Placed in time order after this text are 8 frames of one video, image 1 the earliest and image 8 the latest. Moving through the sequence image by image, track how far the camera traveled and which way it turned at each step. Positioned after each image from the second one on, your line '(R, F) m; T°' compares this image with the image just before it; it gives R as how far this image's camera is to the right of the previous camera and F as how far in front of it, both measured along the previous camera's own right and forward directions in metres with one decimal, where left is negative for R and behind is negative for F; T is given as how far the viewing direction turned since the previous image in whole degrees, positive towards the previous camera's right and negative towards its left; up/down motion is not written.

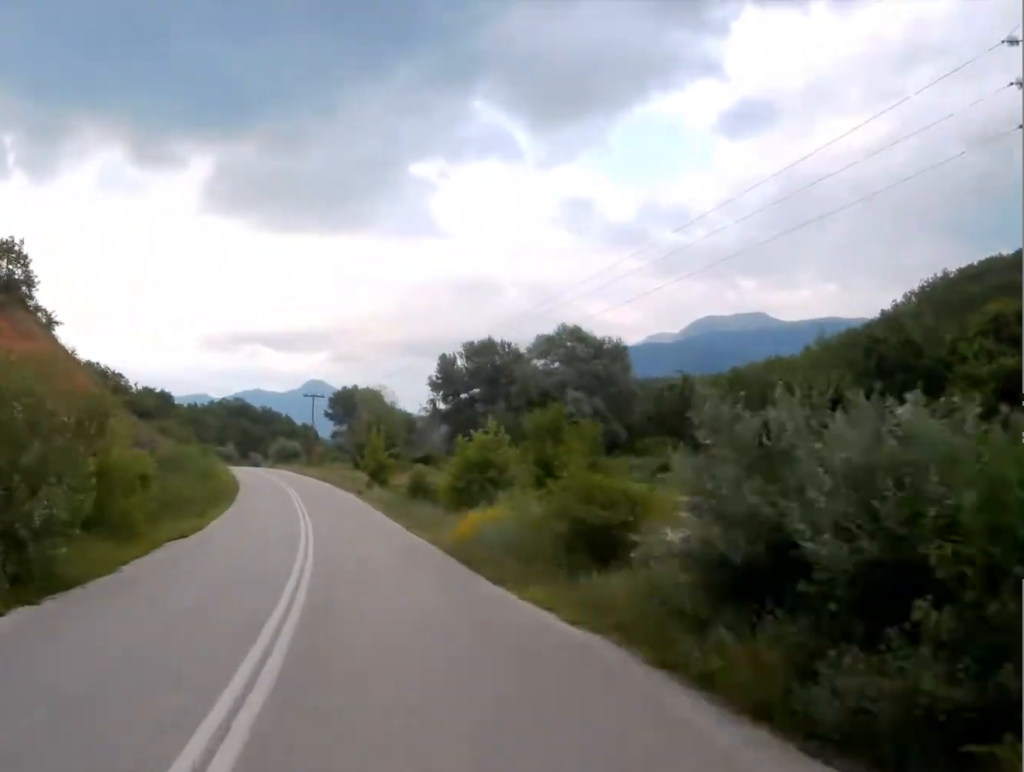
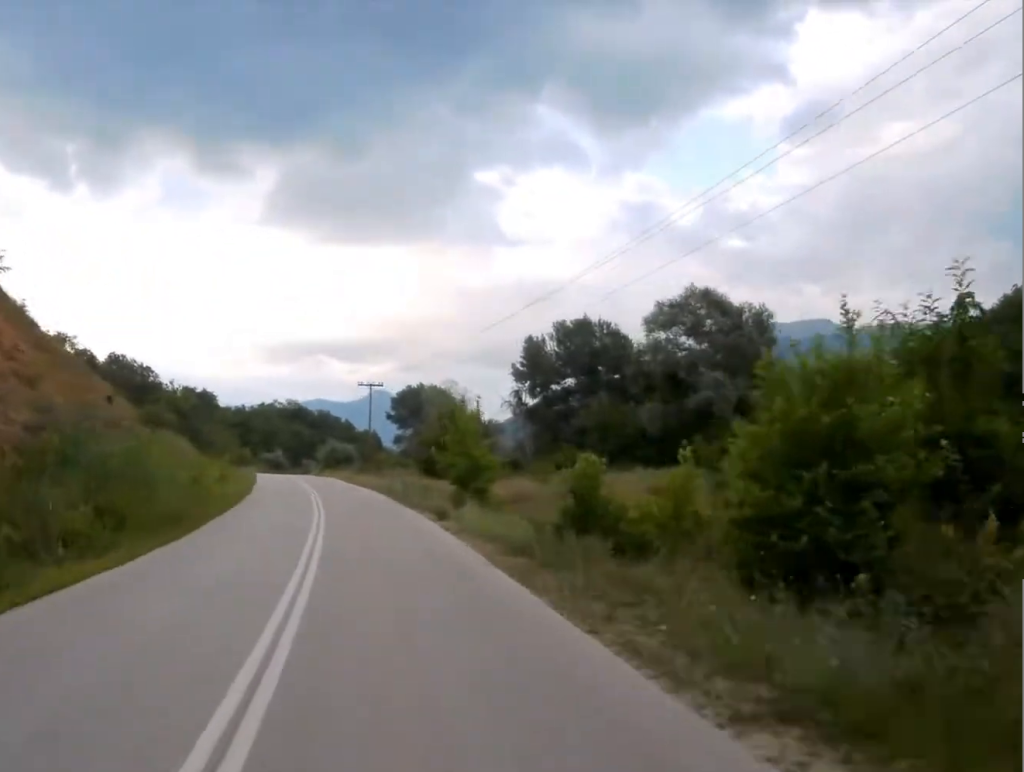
(-0.4, +22.2) m; -3°
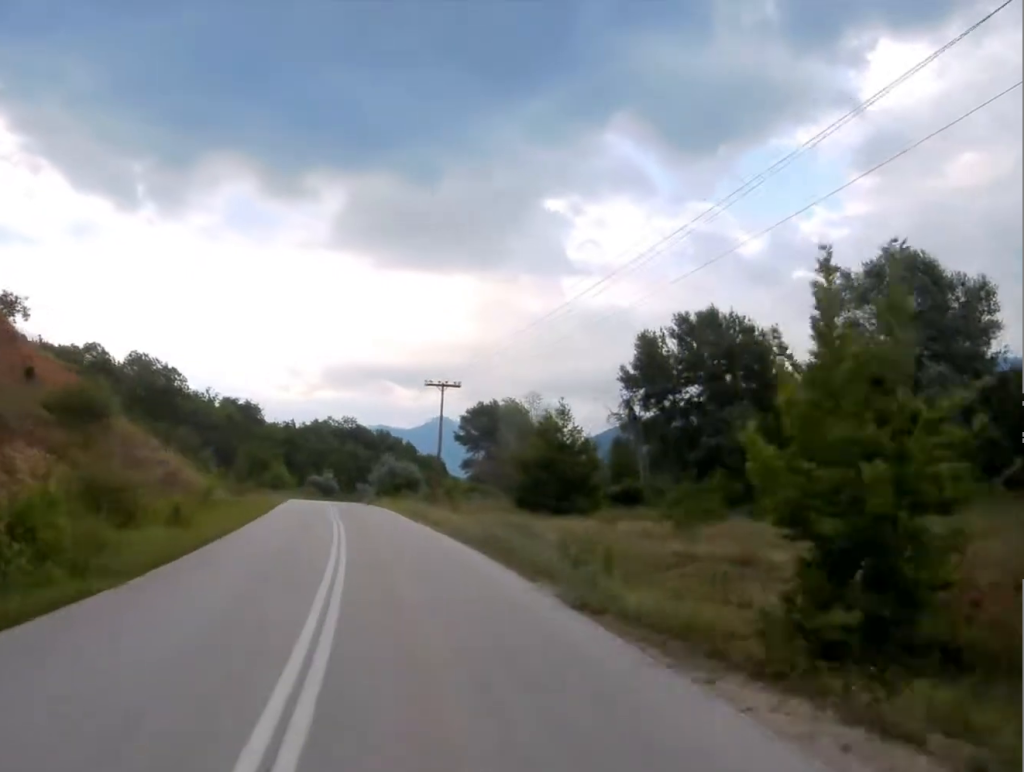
(-0.5, +22.1) m; -4°
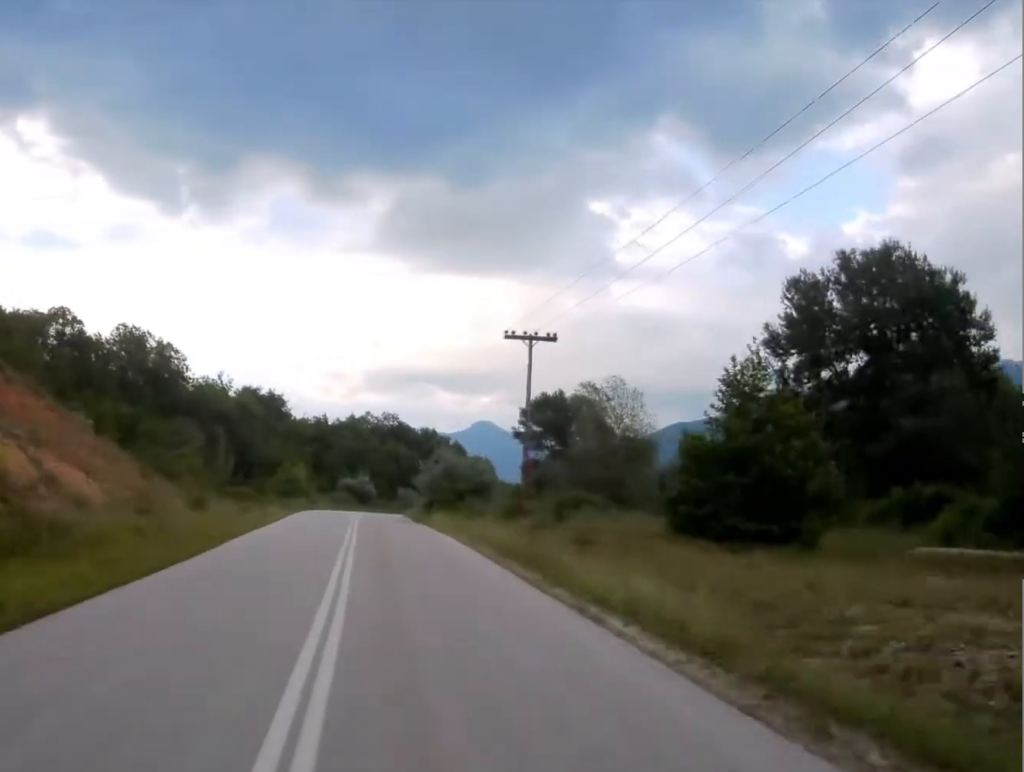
(-1.1, +23.7) m; -3°
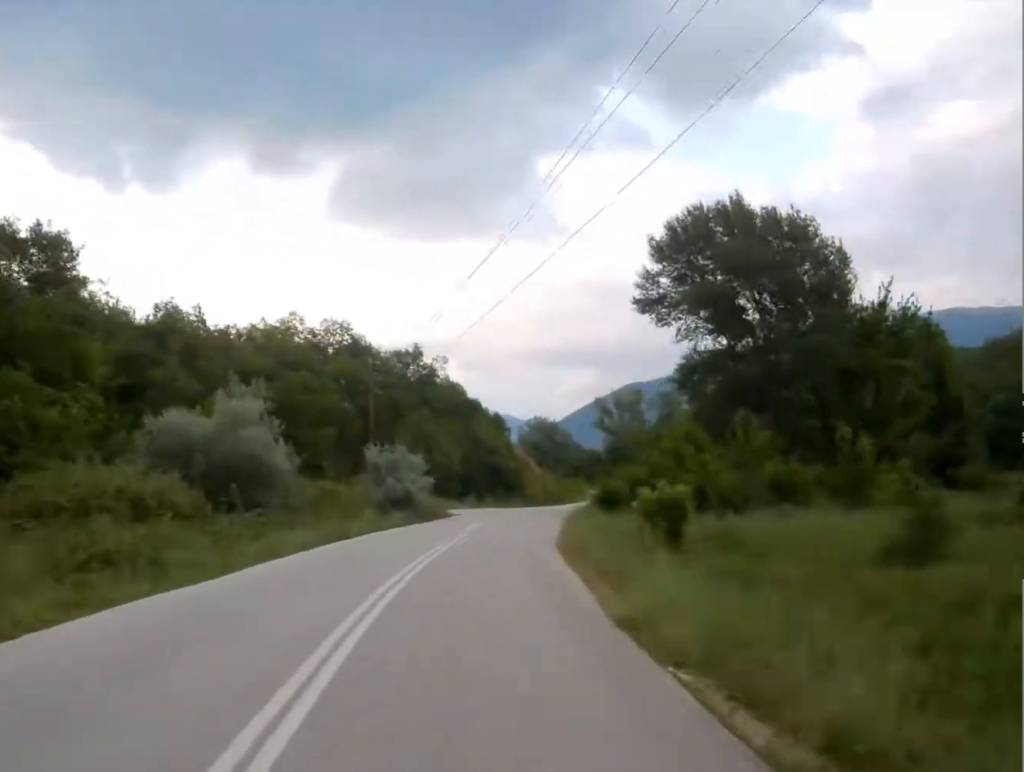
(0.0, +81.8) m; +6°
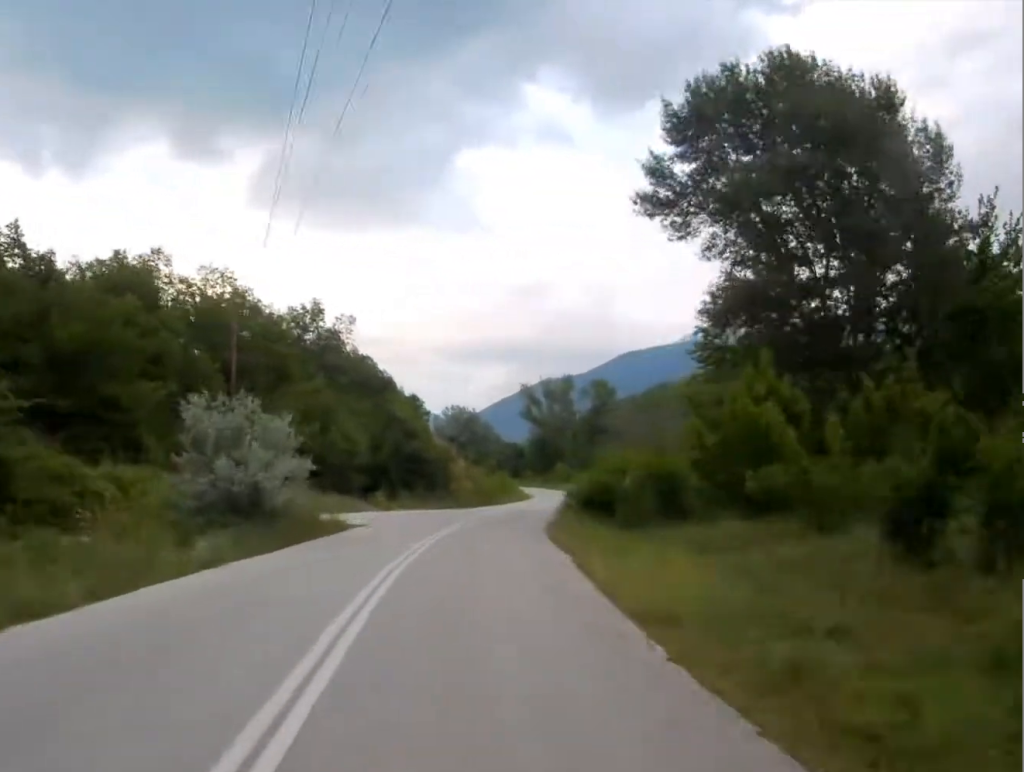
(+0.7, +21.1) m; +4°
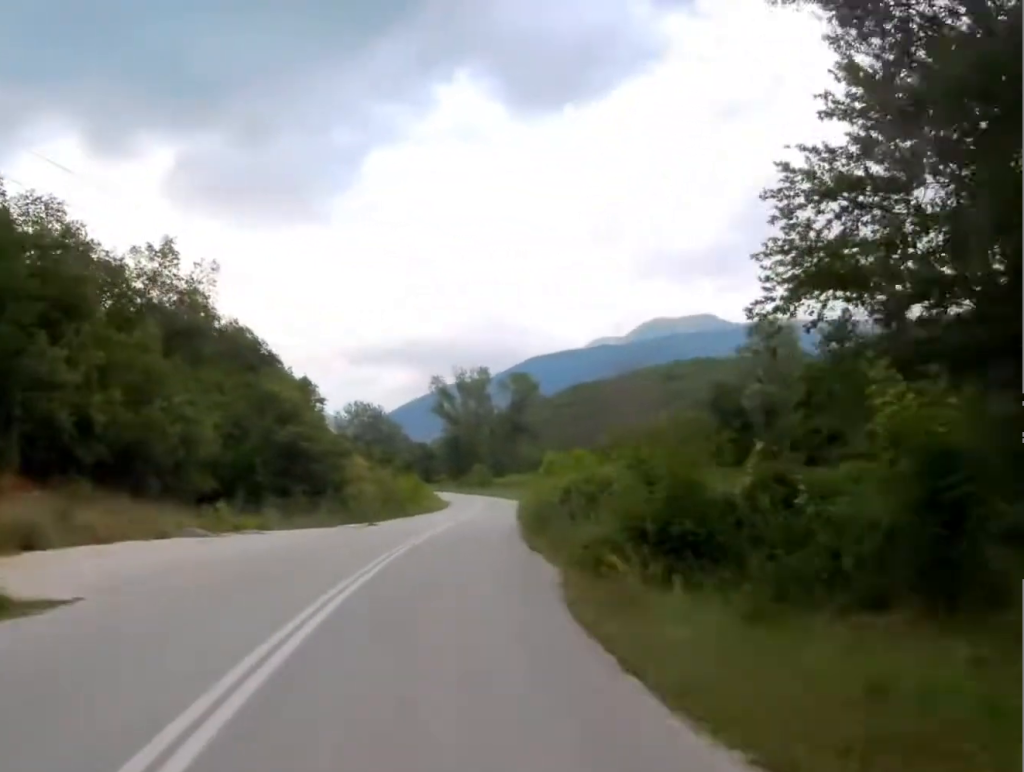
(+0.3, +20.3) m; +5°
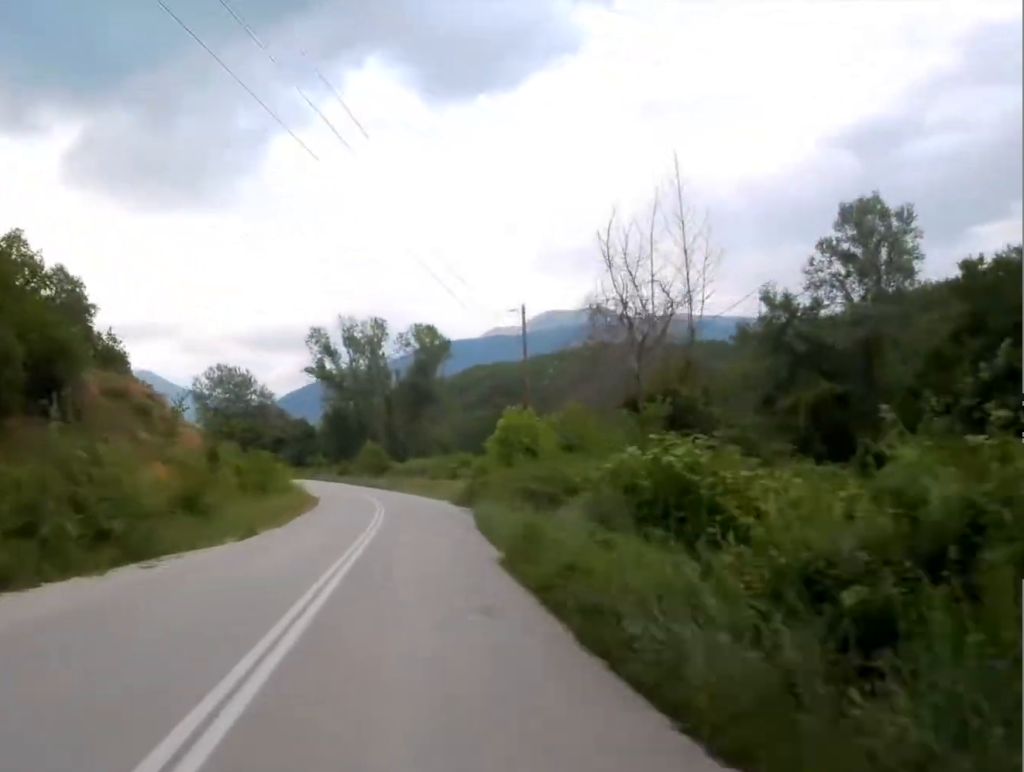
(+3.3, +39.4) m; +6°
